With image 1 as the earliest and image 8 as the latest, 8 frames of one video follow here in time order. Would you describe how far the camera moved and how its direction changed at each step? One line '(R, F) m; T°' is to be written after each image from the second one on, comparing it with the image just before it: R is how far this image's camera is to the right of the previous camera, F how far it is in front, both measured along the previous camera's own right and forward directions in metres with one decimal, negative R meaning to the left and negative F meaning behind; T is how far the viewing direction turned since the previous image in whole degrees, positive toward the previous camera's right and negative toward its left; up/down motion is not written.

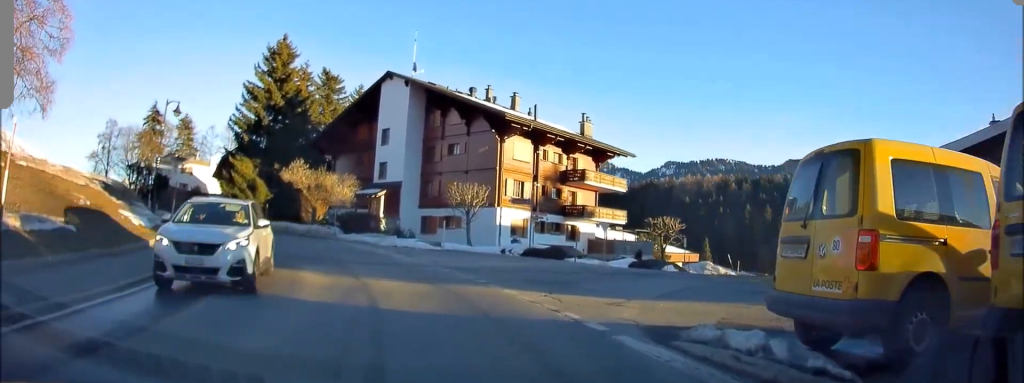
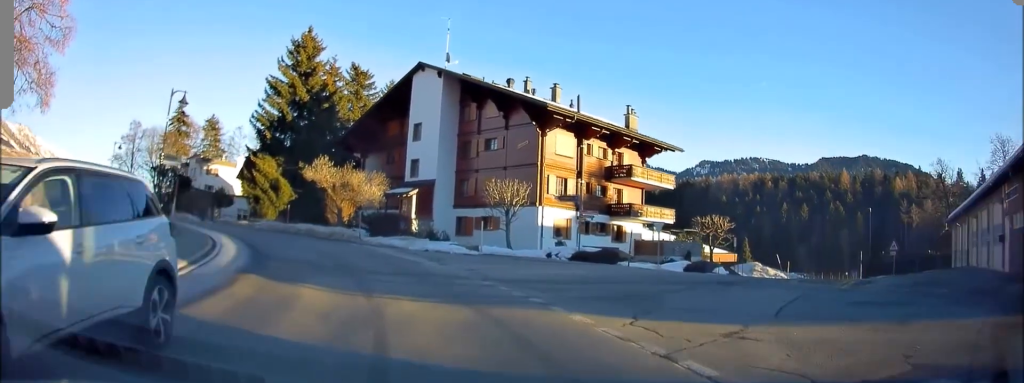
(-0.1, +3.5) m; -4°
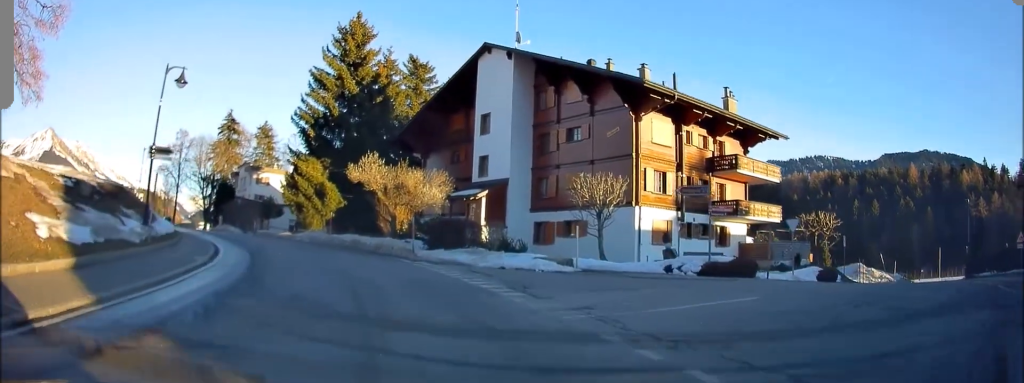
(-0.6, +6.6) m; -7°
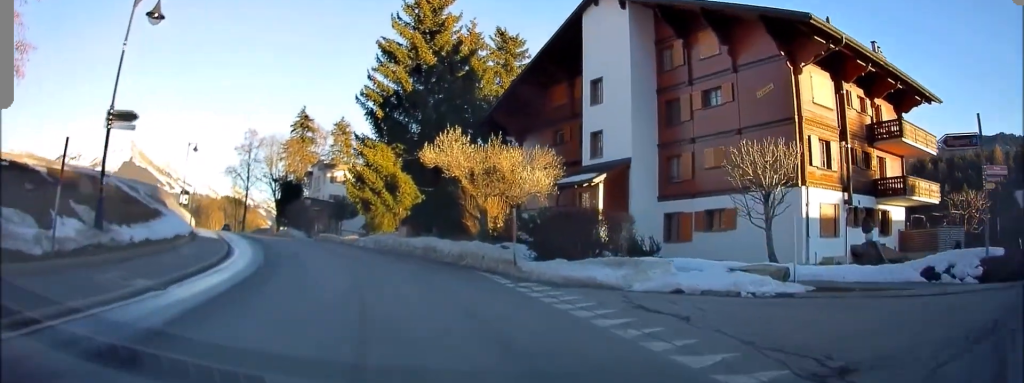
(-0.3, +8.1) m; -8°
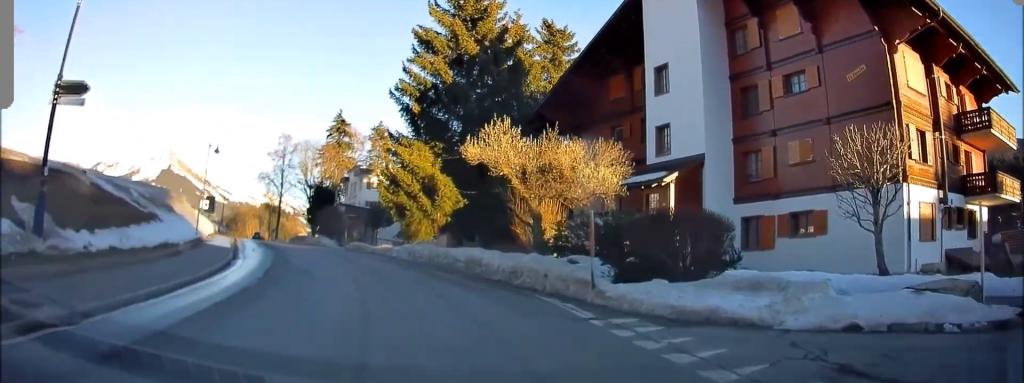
(-0.3, +4.0) m; -5°
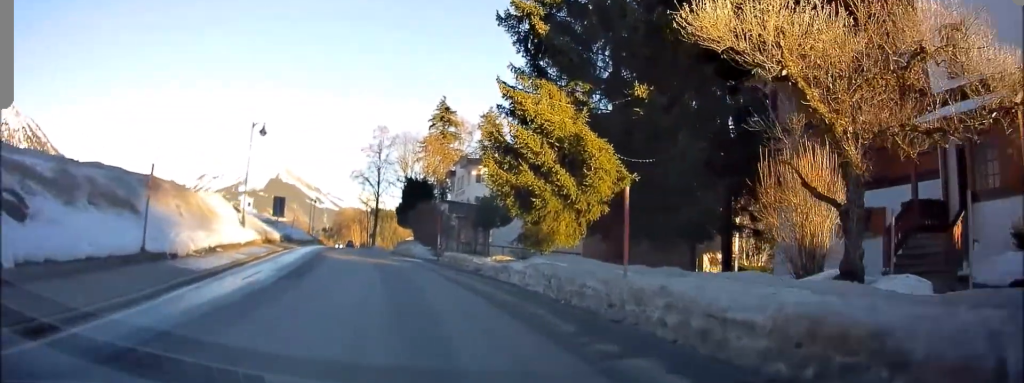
(-1.0, +12.5) m; -8°
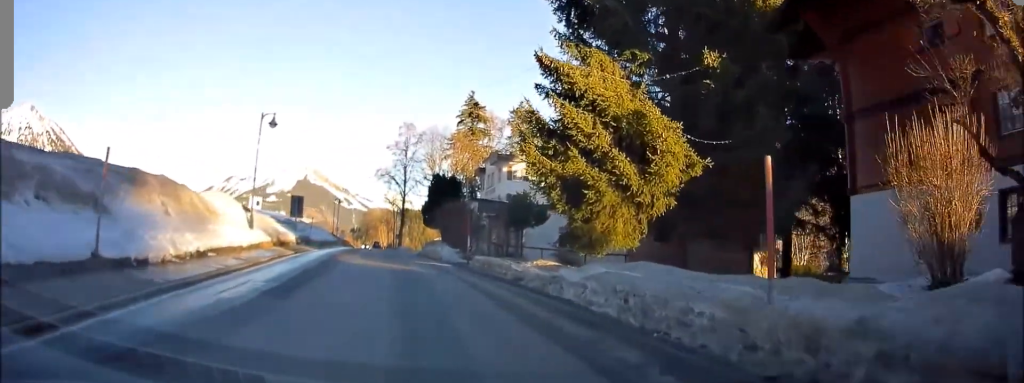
(+0.1, +3.4) m; -3°
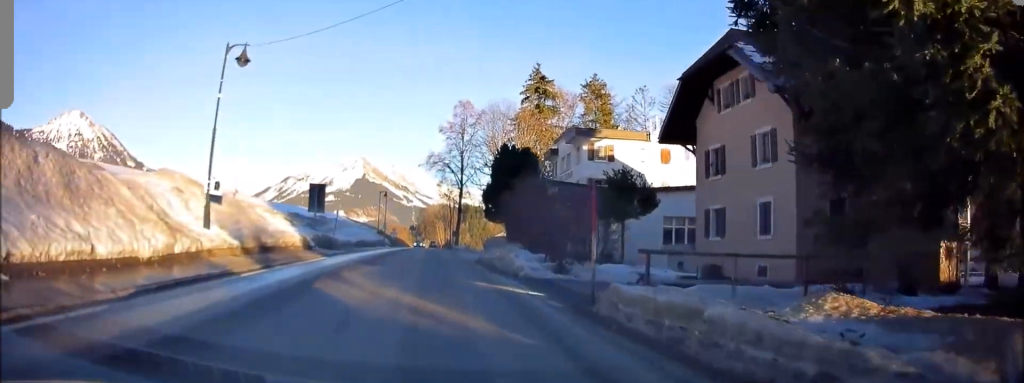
(-1.2, +11.8) m; -7°
